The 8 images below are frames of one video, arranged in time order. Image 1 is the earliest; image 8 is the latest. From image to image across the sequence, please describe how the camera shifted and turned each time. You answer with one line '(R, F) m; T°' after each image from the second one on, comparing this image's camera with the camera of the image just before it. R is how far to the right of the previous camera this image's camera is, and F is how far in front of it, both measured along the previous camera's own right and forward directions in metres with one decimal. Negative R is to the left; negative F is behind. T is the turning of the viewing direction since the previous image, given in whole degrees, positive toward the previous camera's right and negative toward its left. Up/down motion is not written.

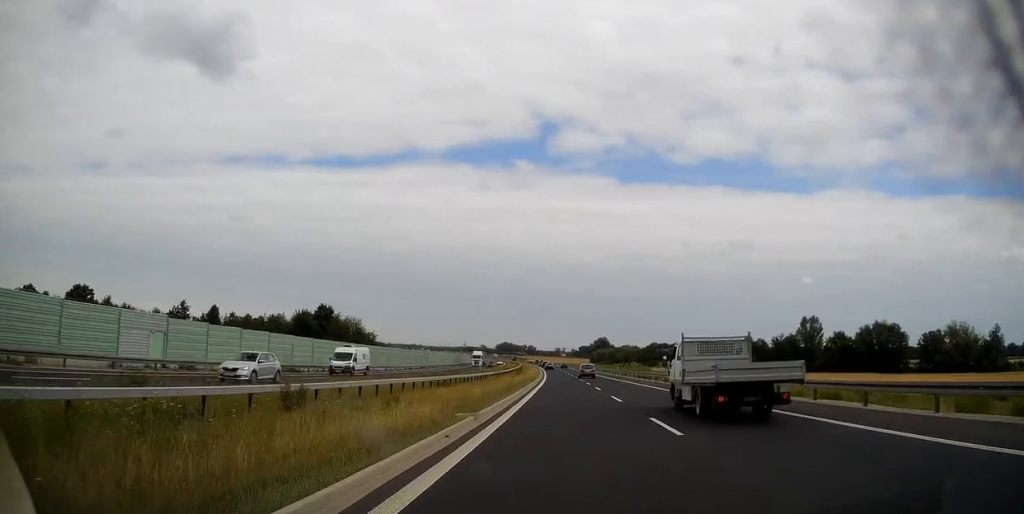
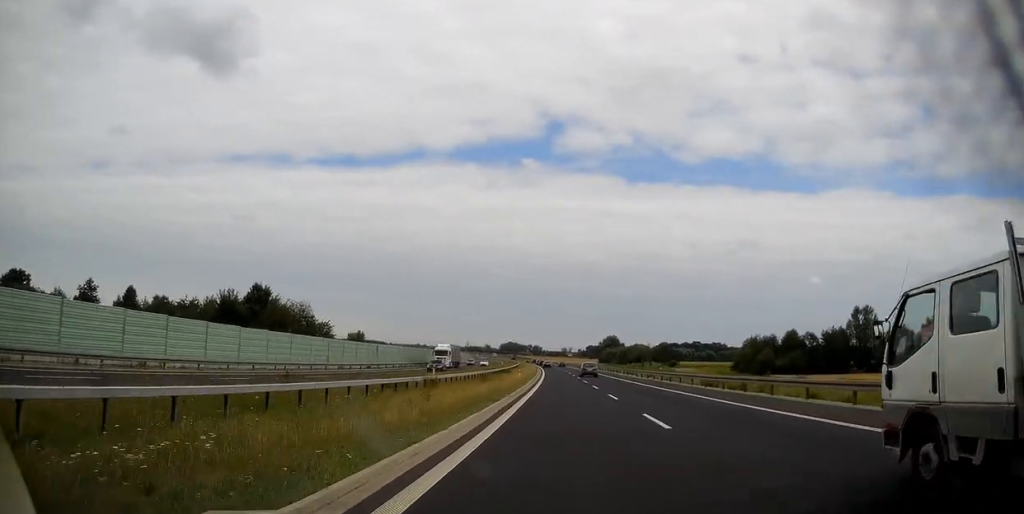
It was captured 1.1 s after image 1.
(-0.2, +35.1) m; -1°
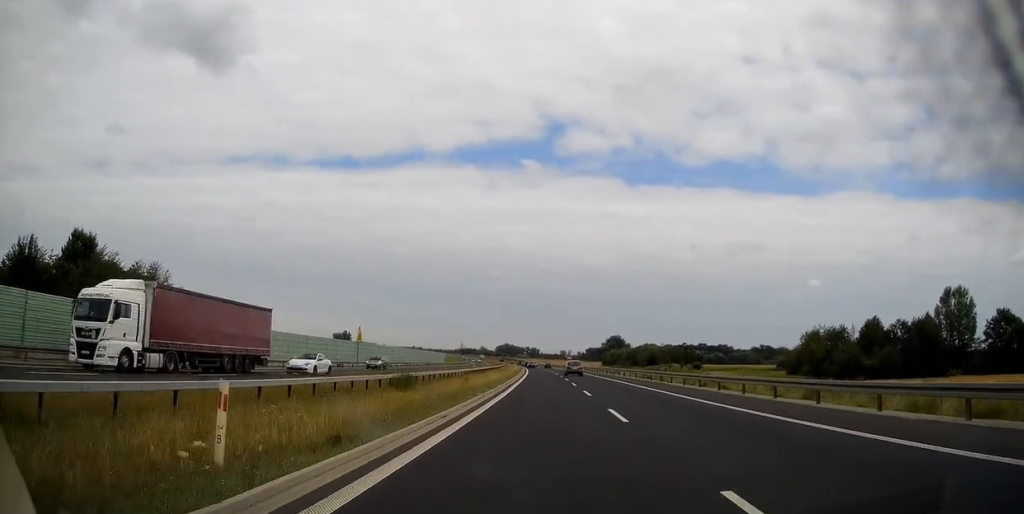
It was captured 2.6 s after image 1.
(-0.3, +47.1) m; 0°
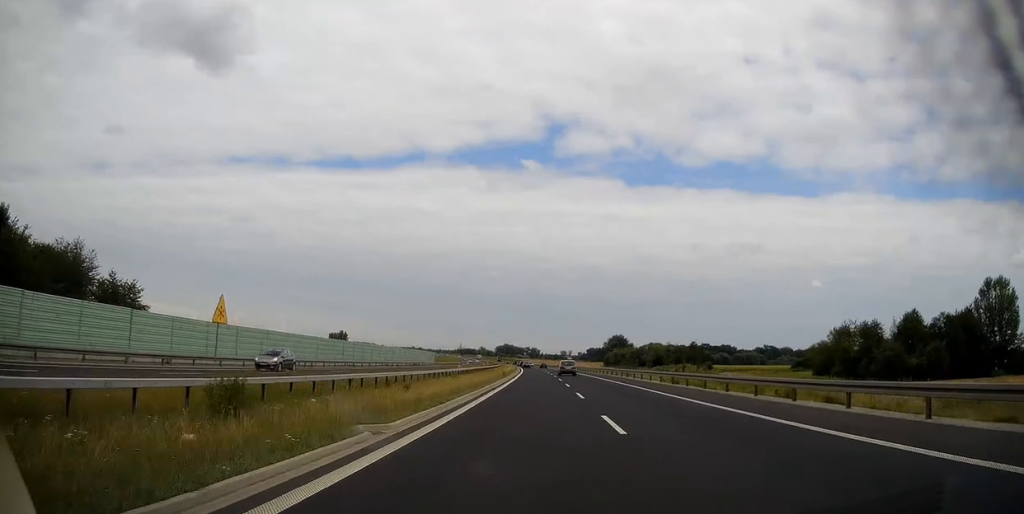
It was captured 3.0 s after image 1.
(0.0, +15.0) m; 0°
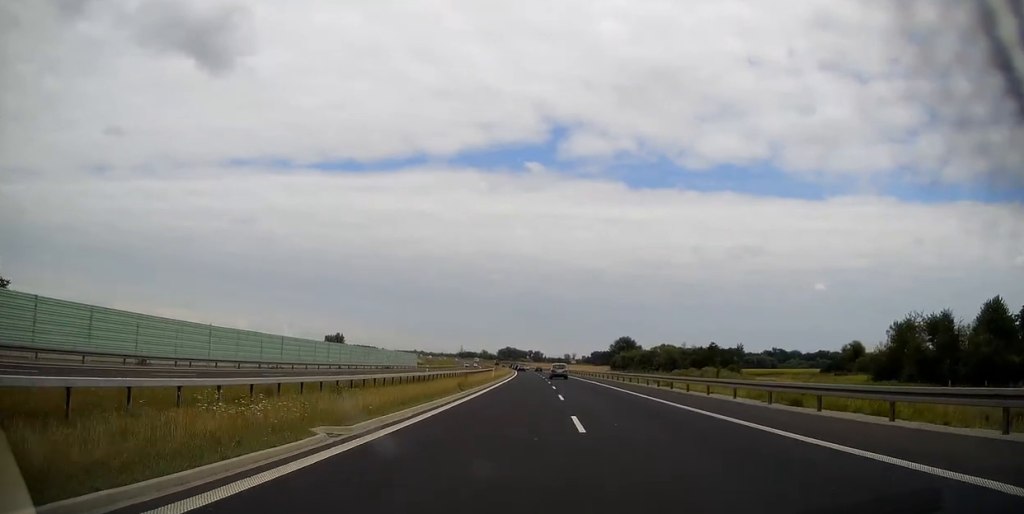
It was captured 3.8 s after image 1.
(+0.1, +23.5) m; 0°
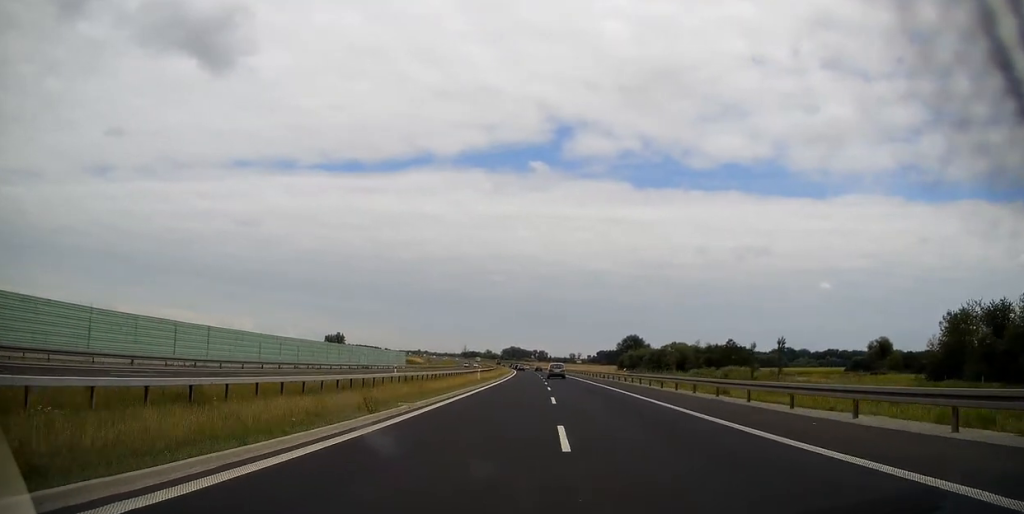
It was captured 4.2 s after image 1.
(-0.1, +14.9) m; 0°
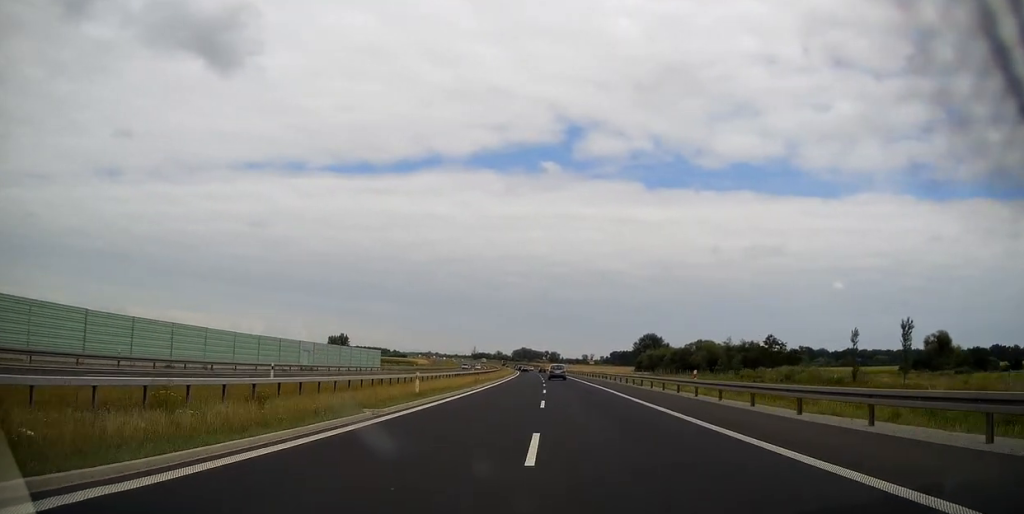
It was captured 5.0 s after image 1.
(-0.2, +25.6) m; -1°
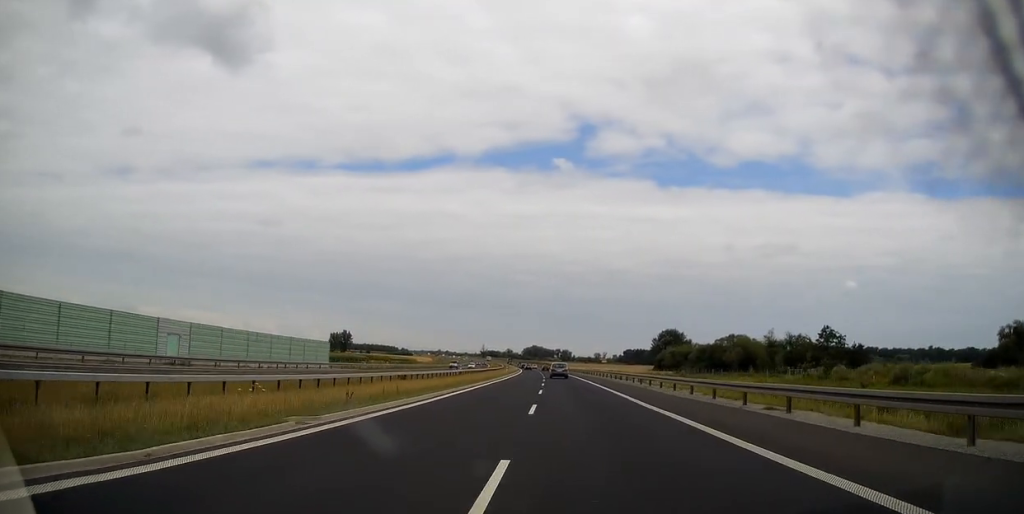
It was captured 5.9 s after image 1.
(-0.1, +27.7) m; -1°
